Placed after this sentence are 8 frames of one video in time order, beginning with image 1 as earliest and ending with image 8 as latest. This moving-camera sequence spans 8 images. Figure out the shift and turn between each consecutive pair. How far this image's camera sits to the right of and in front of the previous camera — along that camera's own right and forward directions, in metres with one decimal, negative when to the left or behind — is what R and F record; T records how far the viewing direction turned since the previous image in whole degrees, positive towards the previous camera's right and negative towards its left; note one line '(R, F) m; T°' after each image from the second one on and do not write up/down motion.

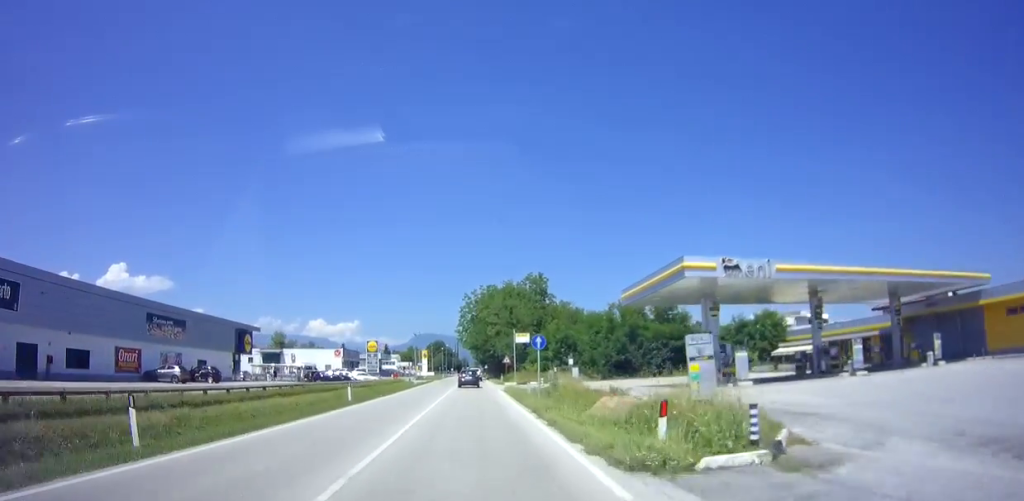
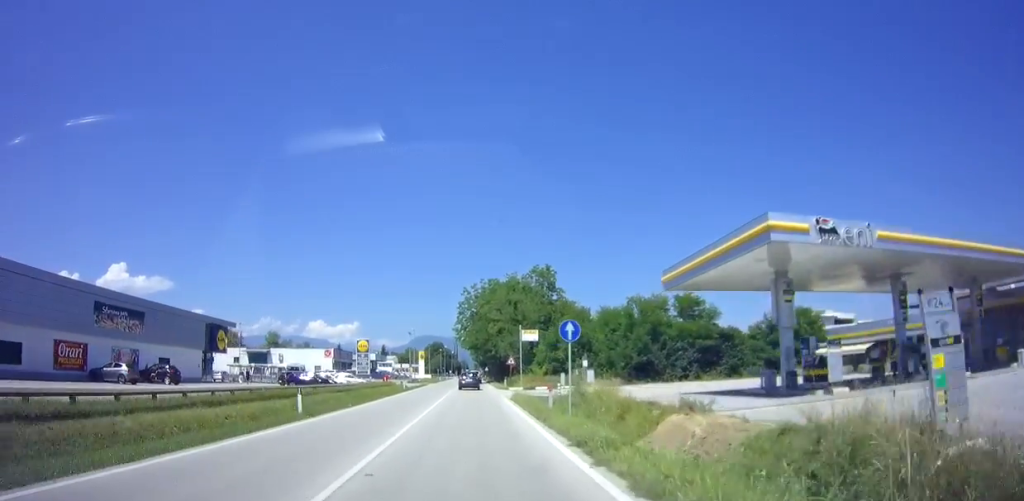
(-0.1, +7.5) m; 0°
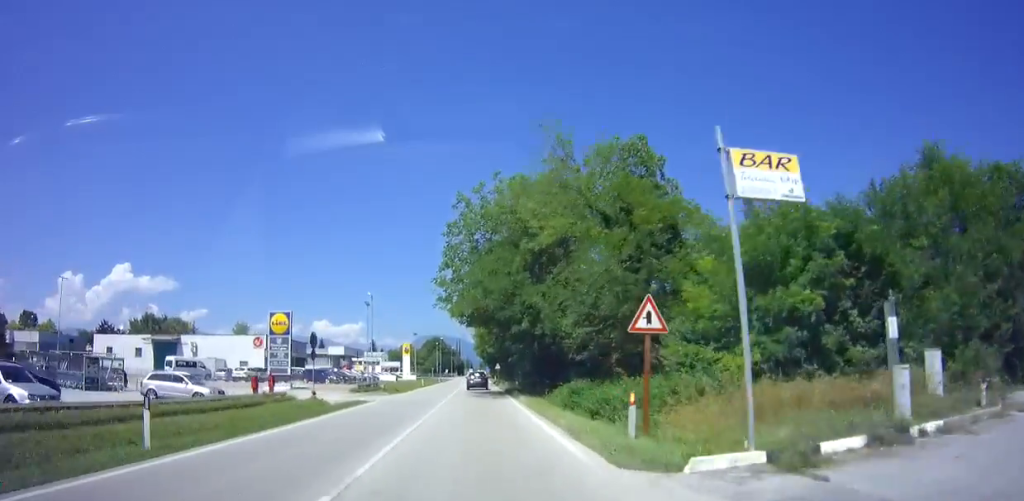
(+0.2, +37.8) m; 0°
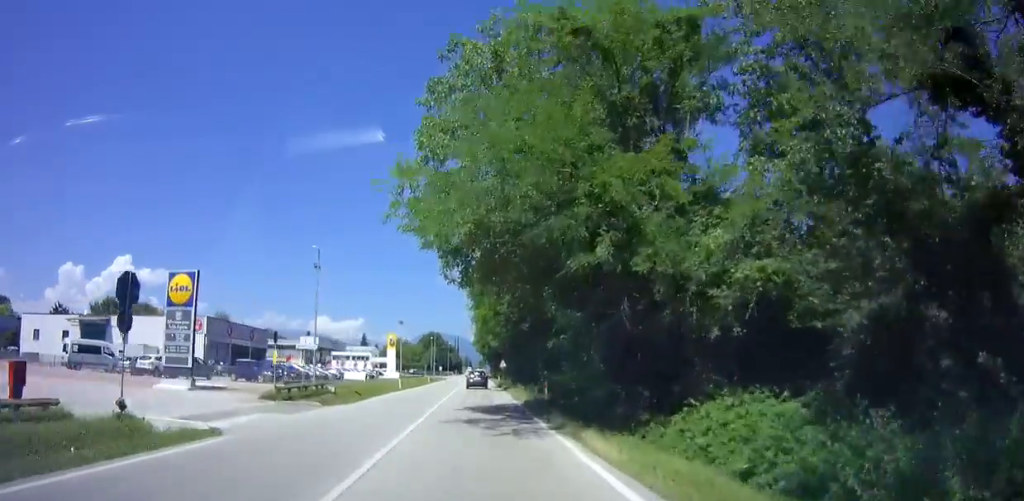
(-0.1, +16.6) m; 0°
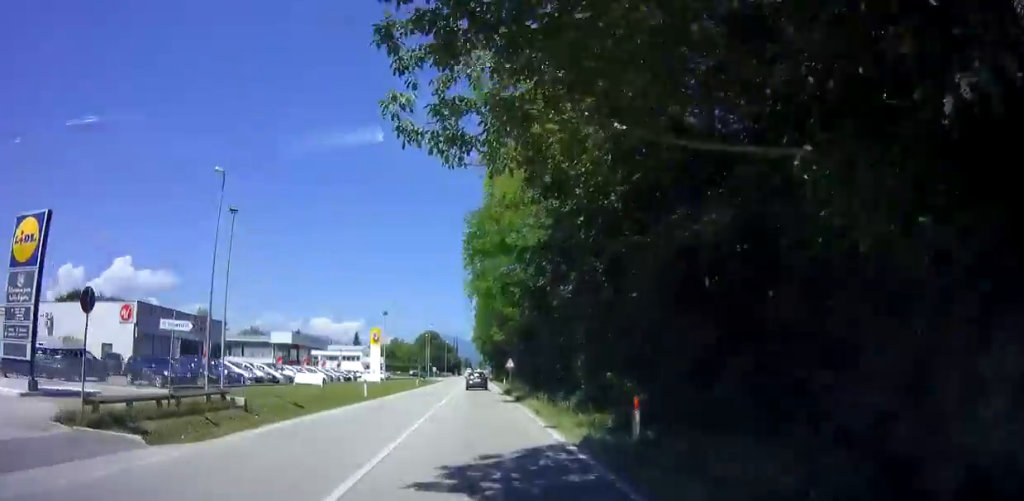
(0.0, +12.6) m; 0°
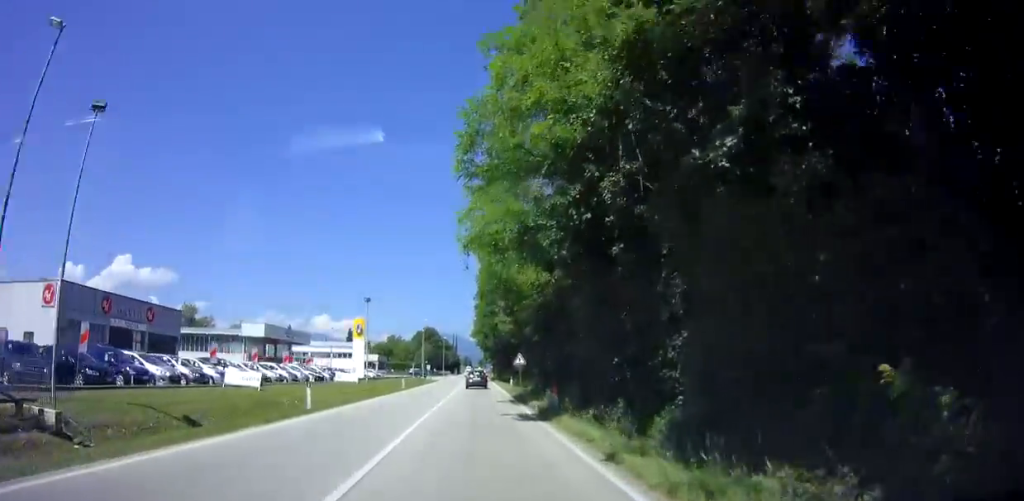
(0.0, +9.8) m; 0°
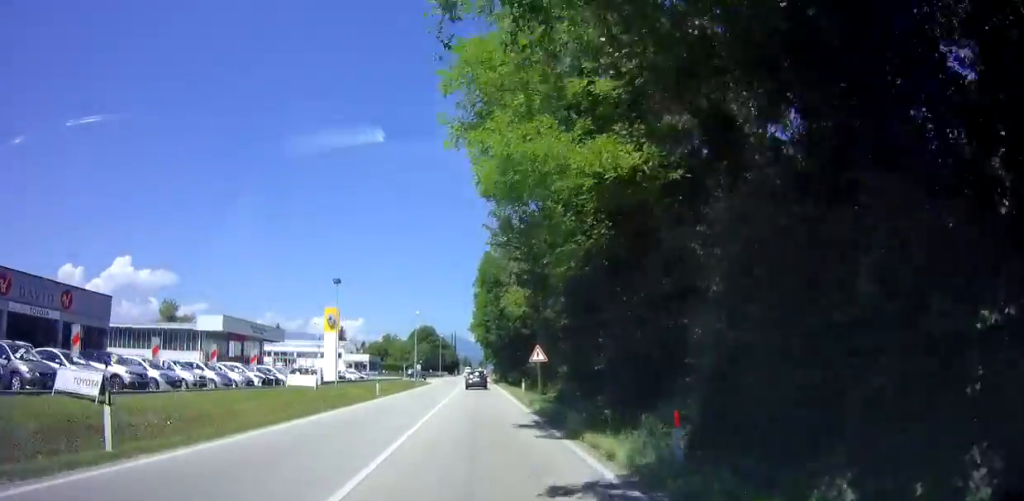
(0.0, +11.5) m; 0°
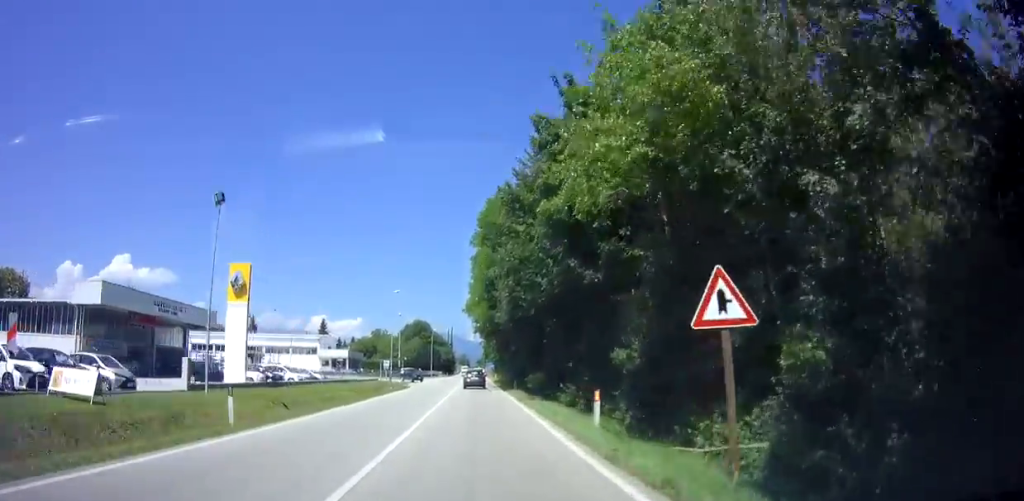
(+0.2, +19.2) m; 0°
